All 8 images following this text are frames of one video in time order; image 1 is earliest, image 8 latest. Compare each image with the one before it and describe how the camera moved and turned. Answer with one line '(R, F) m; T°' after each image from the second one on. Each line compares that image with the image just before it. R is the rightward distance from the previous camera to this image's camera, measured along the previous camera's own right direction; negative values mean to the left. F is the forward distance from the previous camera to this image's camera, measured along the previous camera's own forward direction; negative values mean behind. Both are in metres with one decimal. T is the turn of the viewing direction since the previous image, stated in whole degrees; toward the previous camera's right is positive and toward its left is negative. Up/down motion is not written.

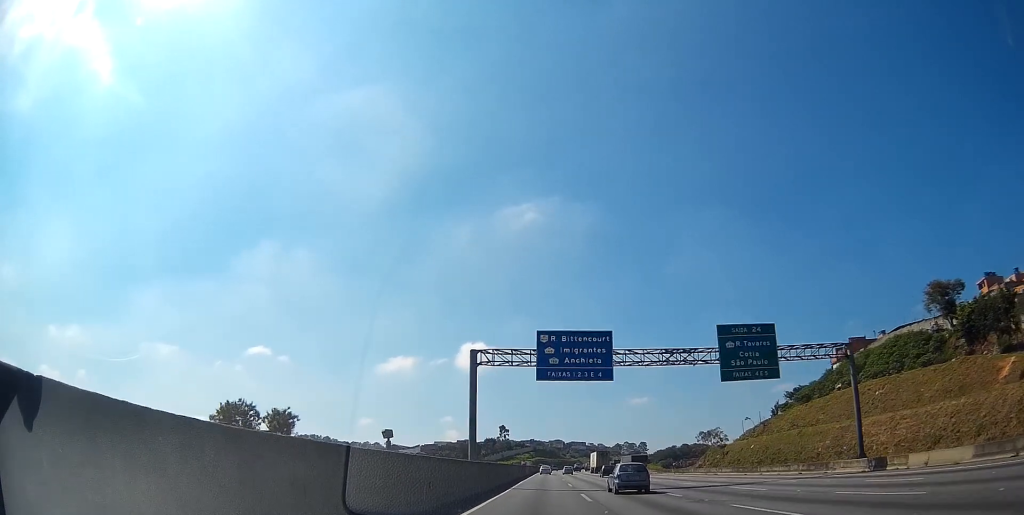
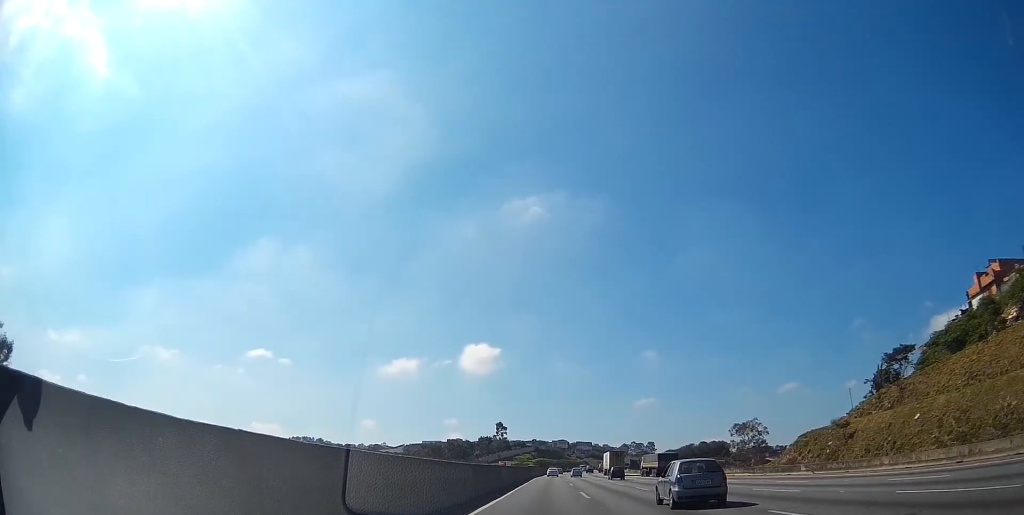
(0.0, +49.6) m; 0°
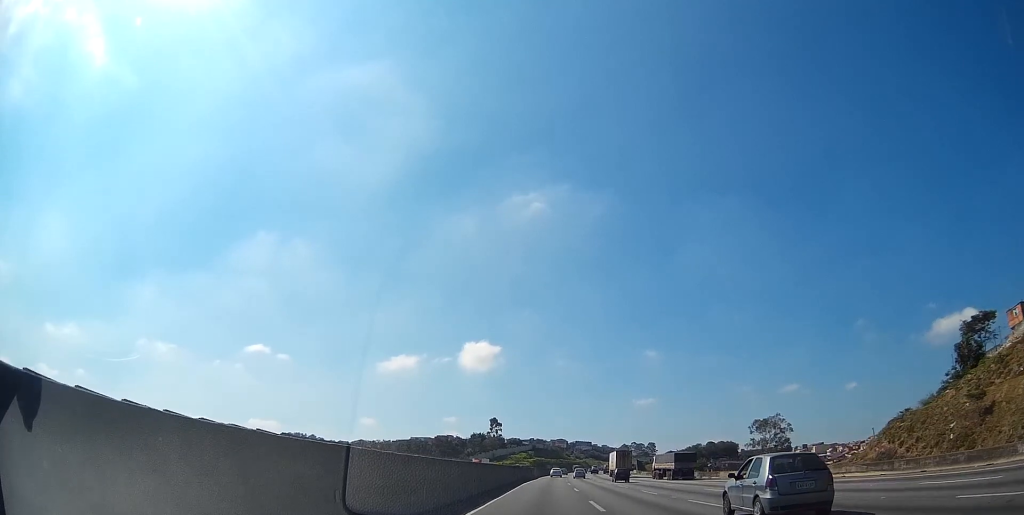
(-0.1, +25.8) m; +1°
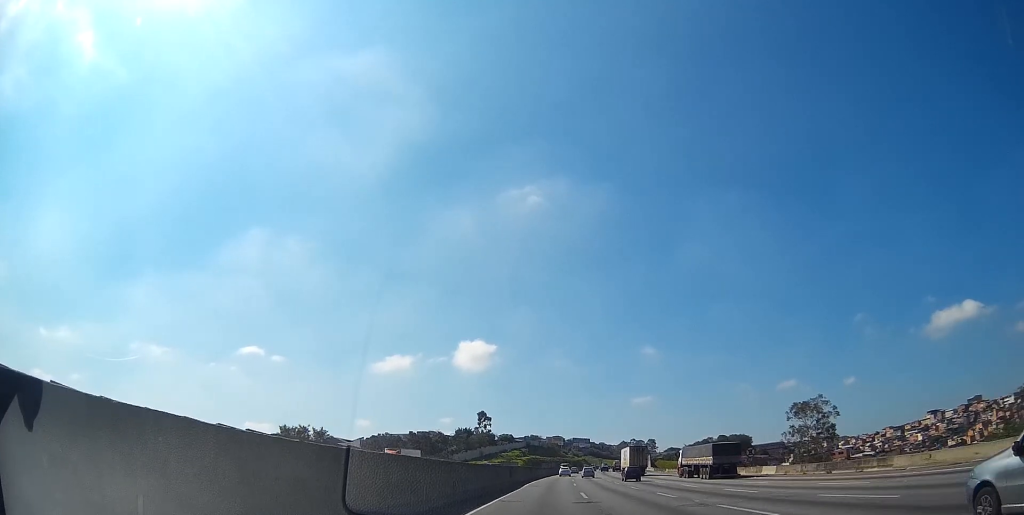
(+0.6, +37.5) m; 0°
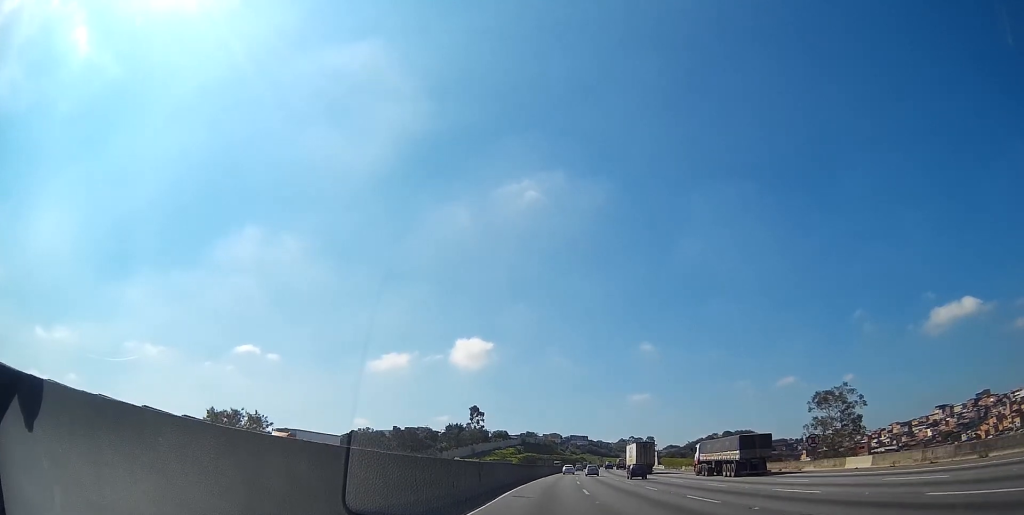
(-0.2, +17.2) m; -1°
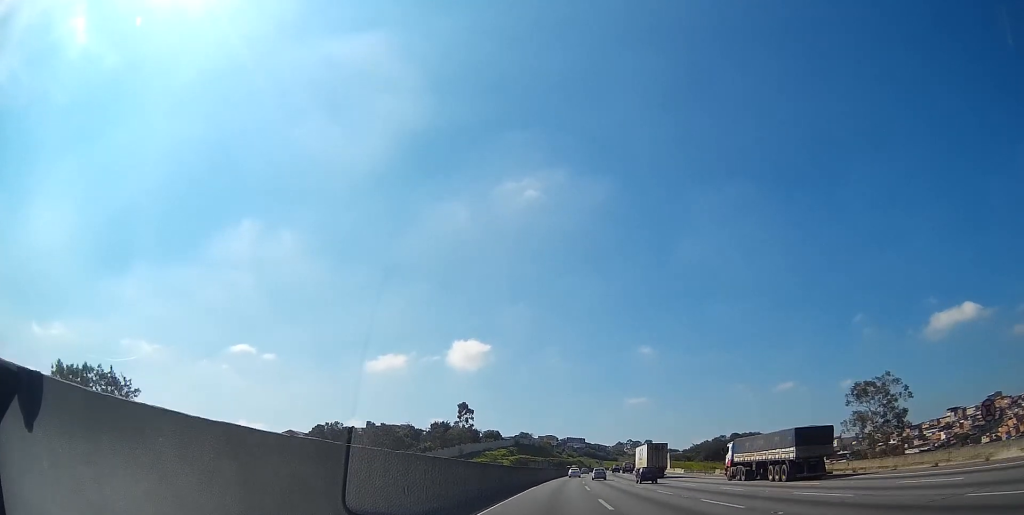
(-0.1, +23.1) m; +1°
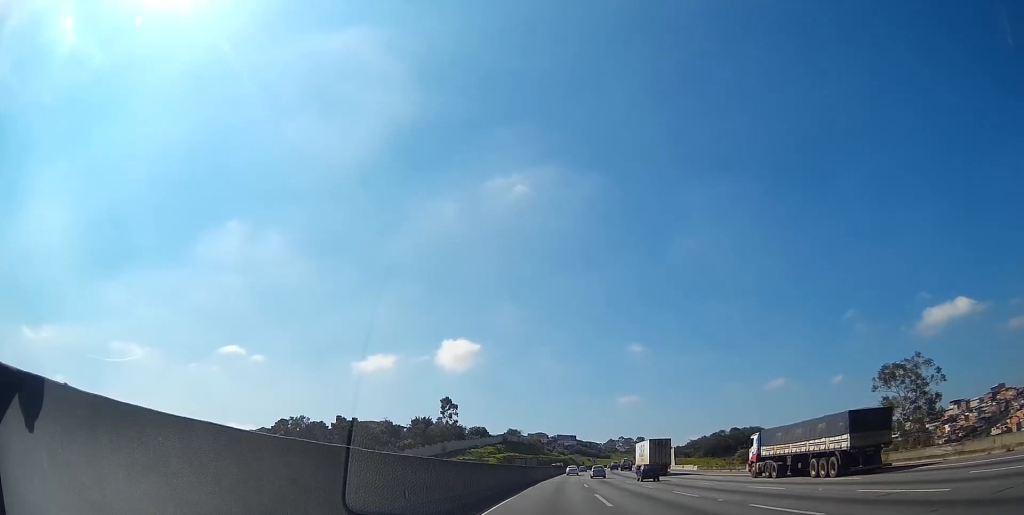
(+0.1, +15.7) m; +1°
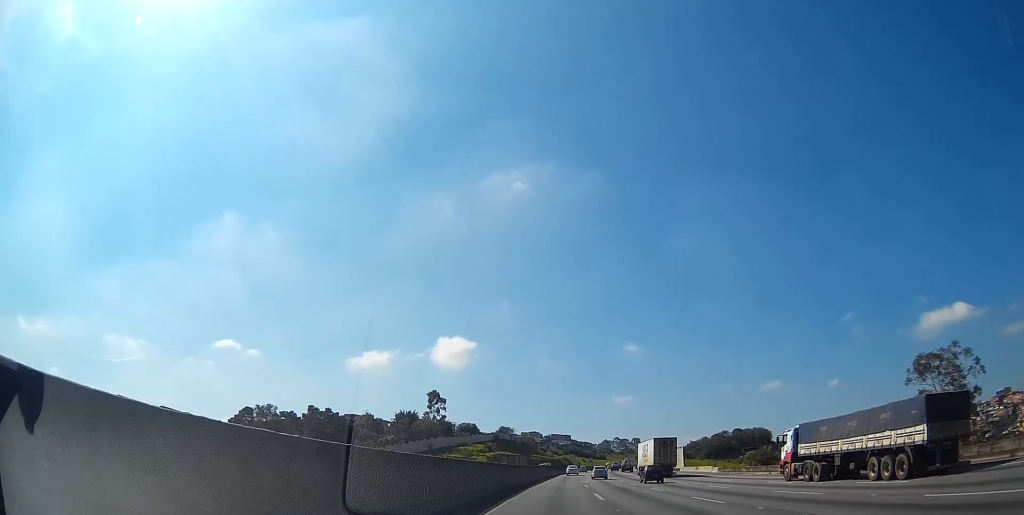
(+0.1, +13.8) m; +1°
